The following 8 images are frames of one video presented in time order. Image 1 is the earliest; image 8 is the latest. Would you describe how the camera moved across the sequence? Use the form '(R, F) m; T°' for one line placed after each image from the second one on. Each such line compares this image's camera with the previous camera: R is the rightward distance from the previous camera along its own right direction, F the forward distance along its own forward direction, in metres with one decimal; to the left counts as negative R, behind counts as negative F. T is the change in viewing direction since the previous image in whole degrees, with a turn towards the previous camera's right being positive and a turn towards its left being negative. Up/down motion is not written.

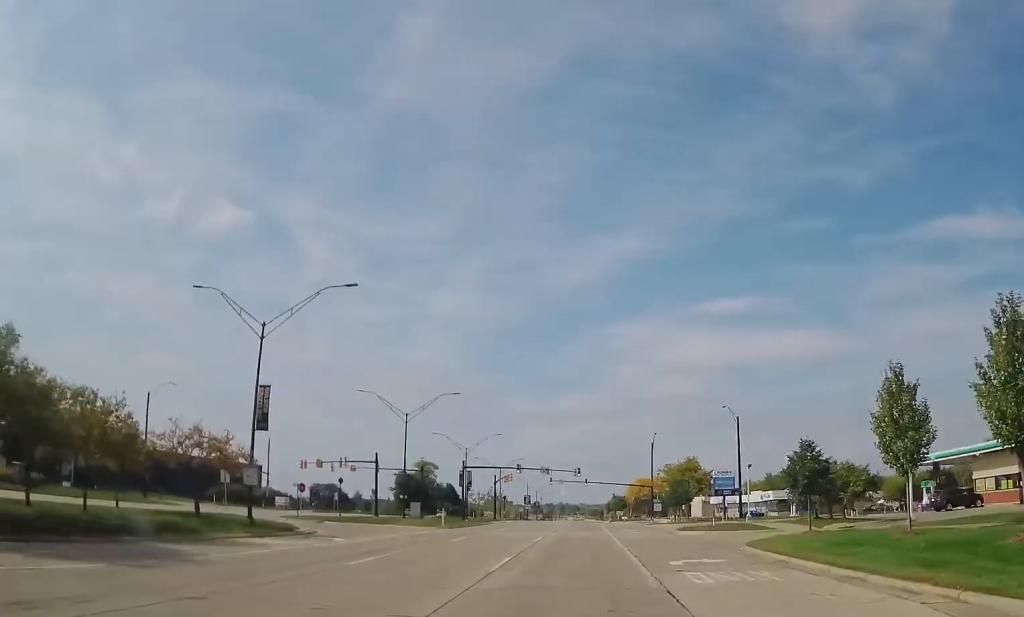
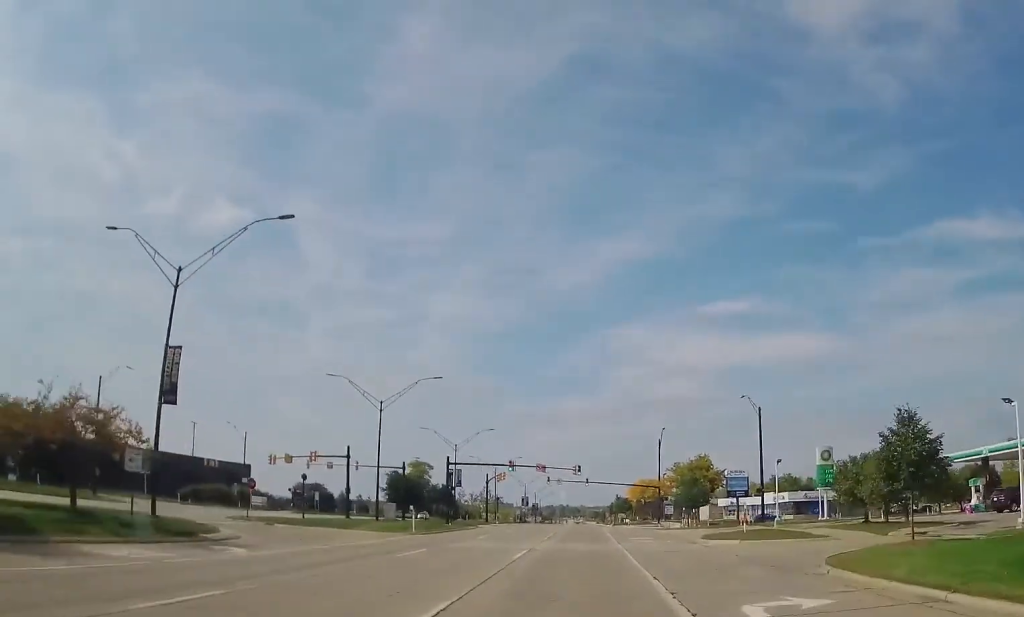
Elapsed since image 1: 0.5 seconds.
(+0.1, +9.5) m; +1°
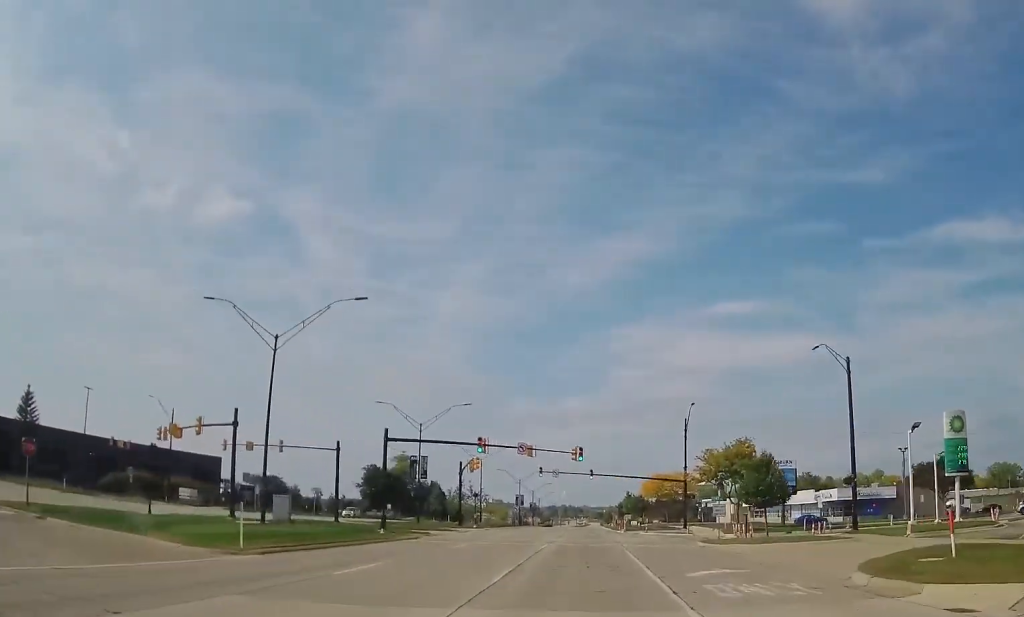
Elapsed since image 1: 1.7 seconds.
(+0.3, +23.1) m; 0°
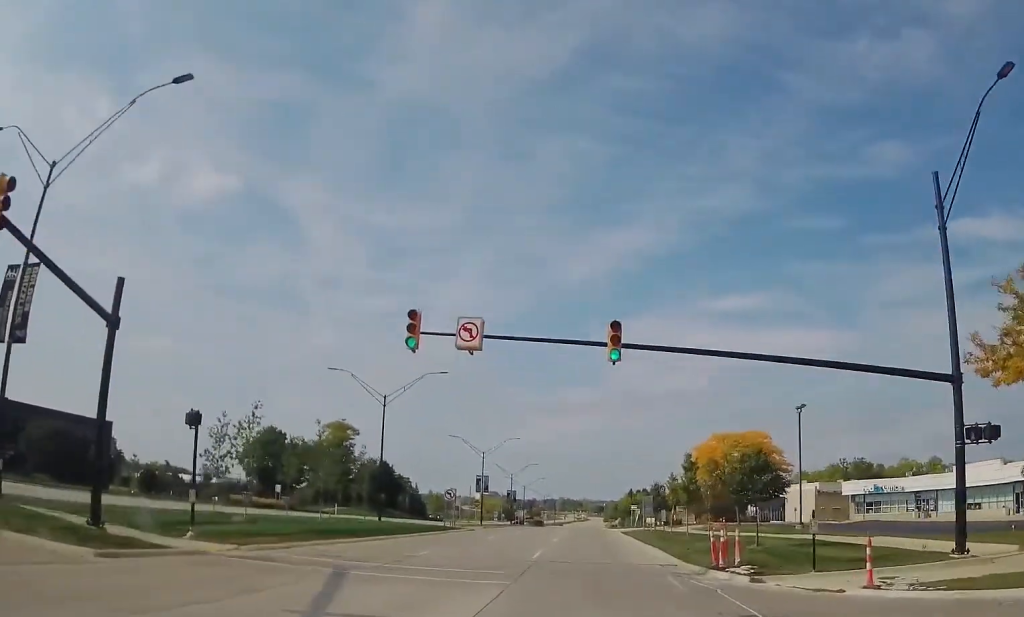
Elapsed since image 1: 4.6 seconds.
(-1.3, +57.1) m; -2°
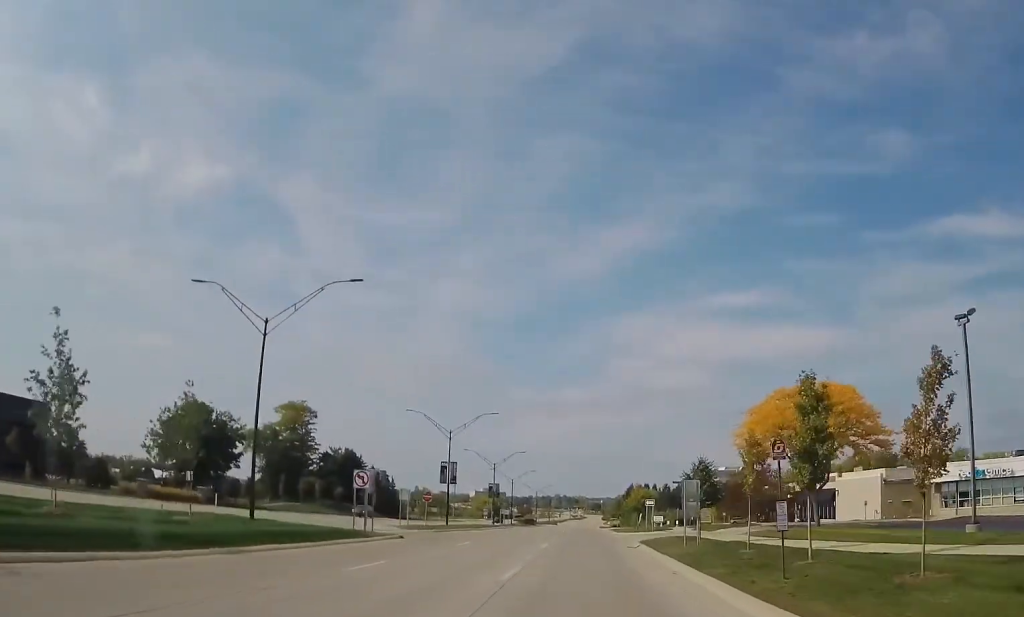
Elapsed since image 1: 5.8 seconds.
(-0.1, +23.2) m; 0°
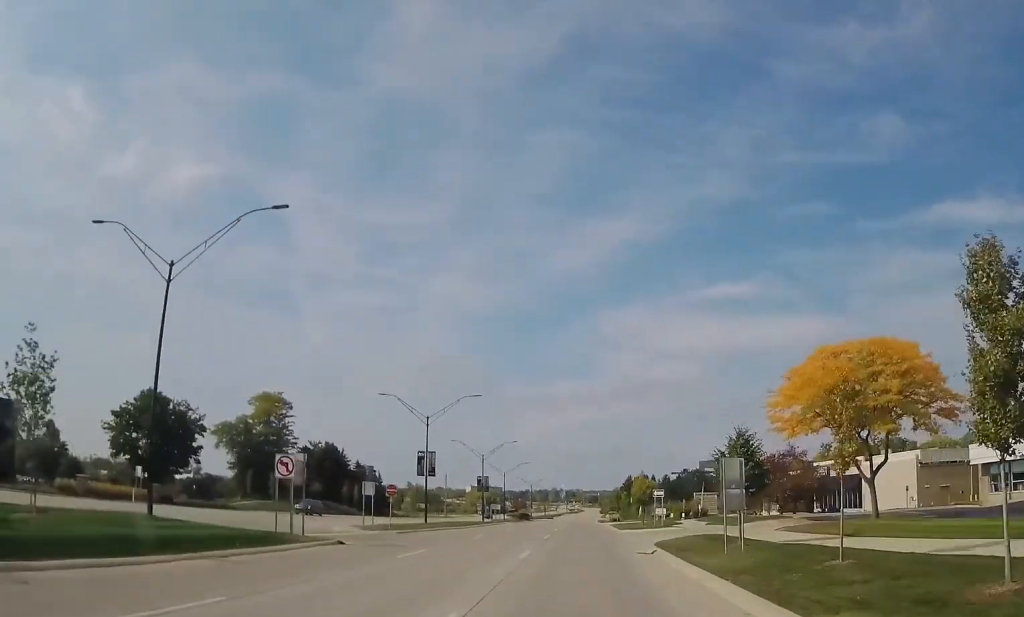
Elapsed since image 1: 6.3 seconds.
(0.0, +9.3) m; 0°
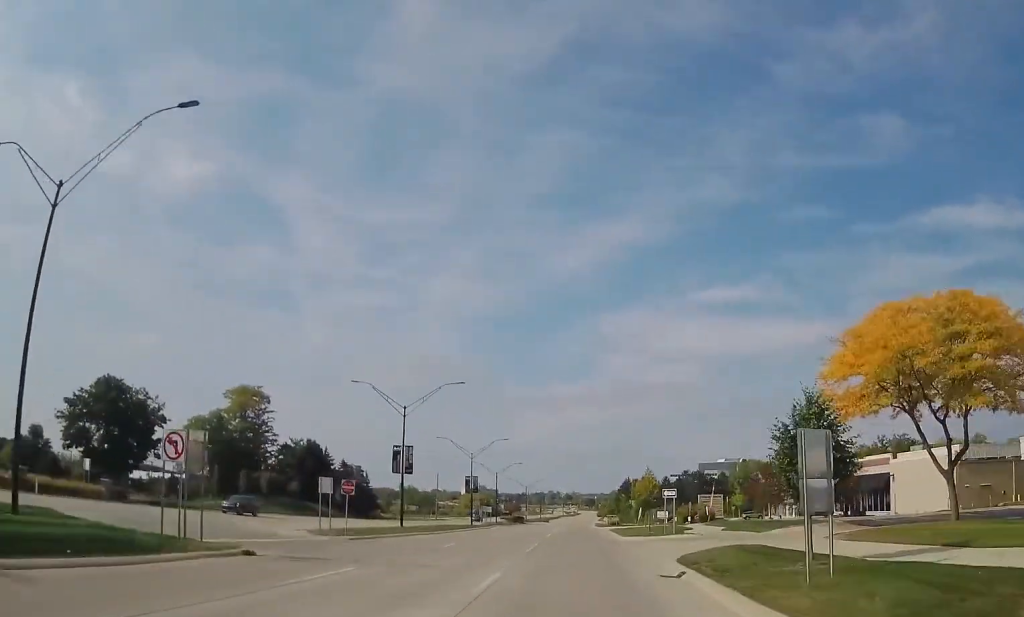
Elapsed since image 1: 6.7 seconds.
(-0.1, +8.0) m; +1°
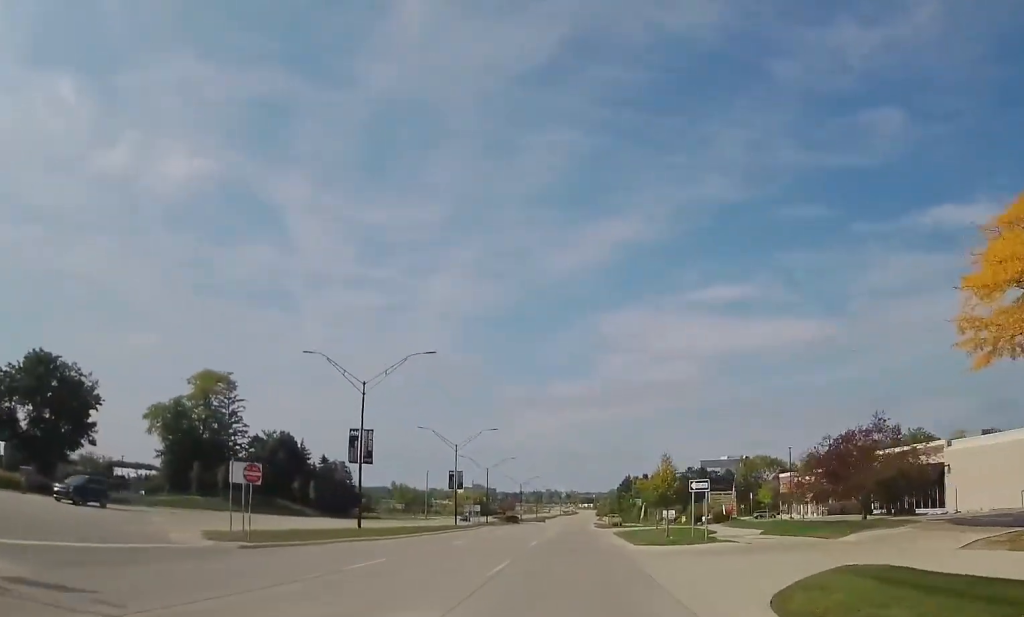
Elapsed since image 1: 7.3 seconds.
(+0.1, +11.2) m; 0°
